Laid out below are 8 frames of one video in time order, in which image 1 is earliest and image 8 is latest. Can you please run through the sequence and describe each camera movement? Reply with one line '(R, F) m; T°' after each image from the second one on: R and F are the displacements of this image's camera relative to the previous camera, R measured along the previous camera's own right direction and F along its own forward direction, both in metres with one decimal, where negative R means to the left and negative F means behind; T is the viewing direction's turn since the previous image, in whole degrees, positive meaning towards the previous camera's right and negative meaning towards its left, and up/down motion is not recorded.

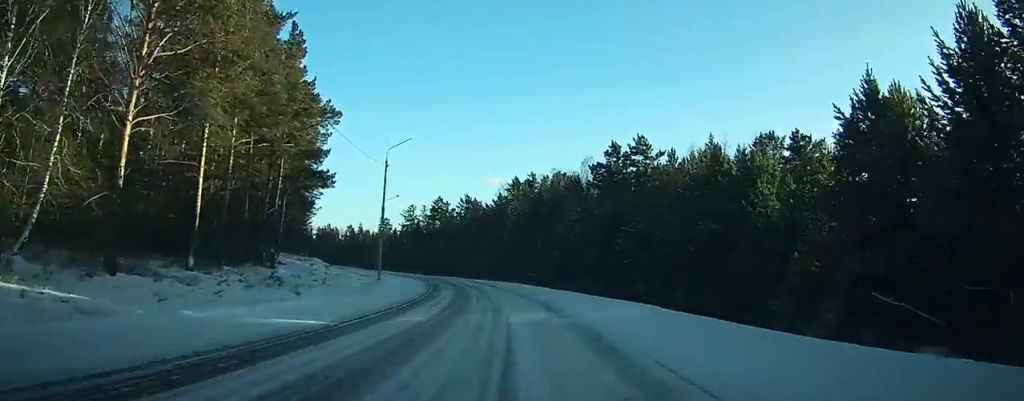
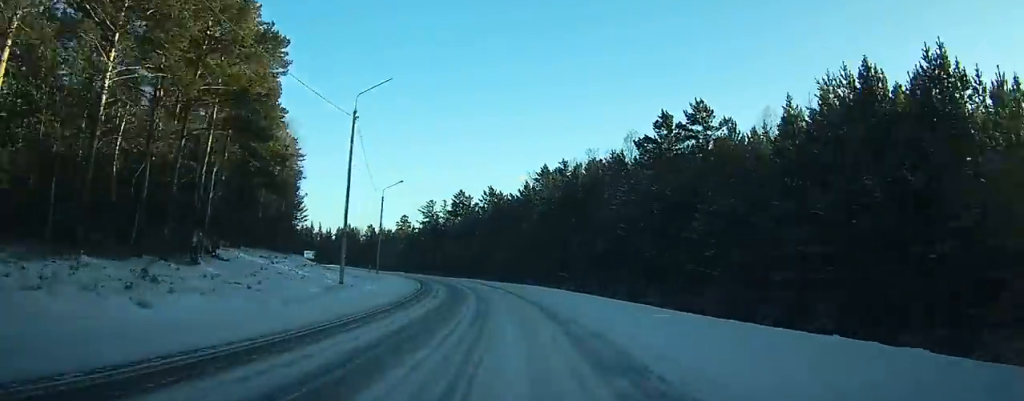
(-0.6, +16.2) m; -3°
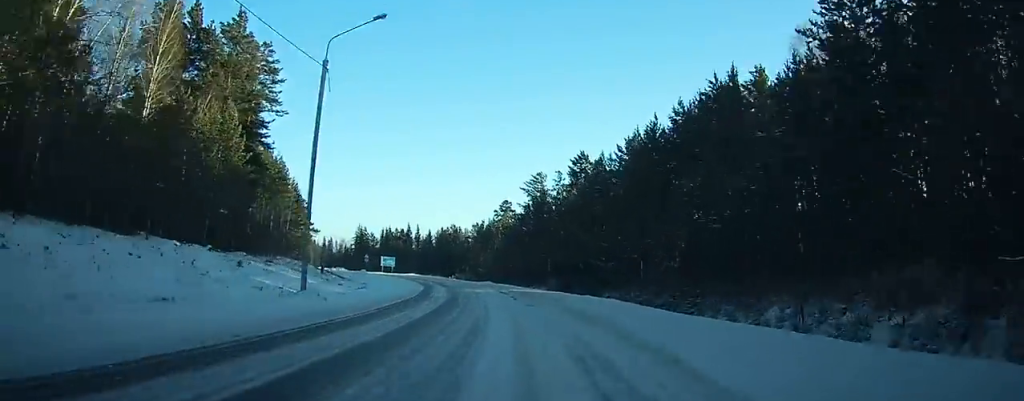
(-4.5, +53.9) m; -12°
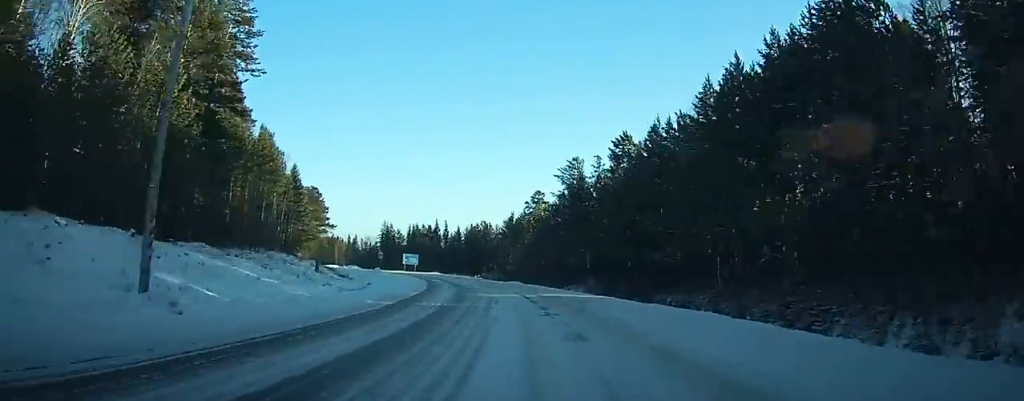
(-0.7, +13.1) m; -3°
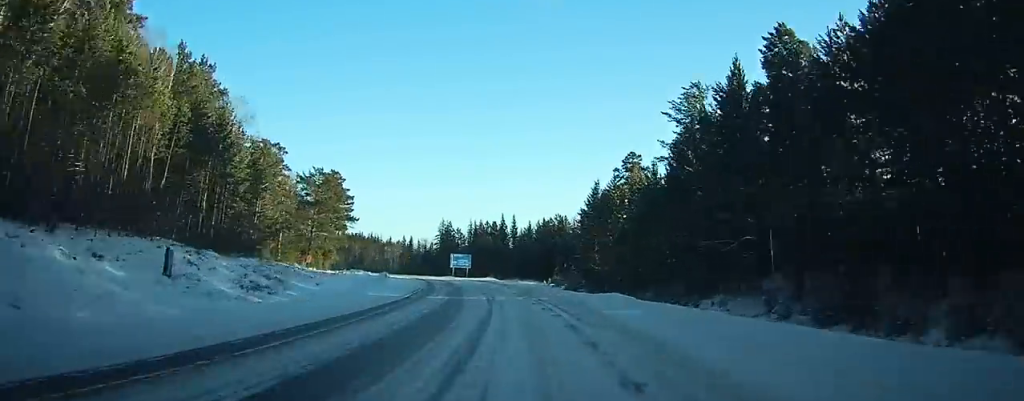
(-2.8, +37.3) m; -9°
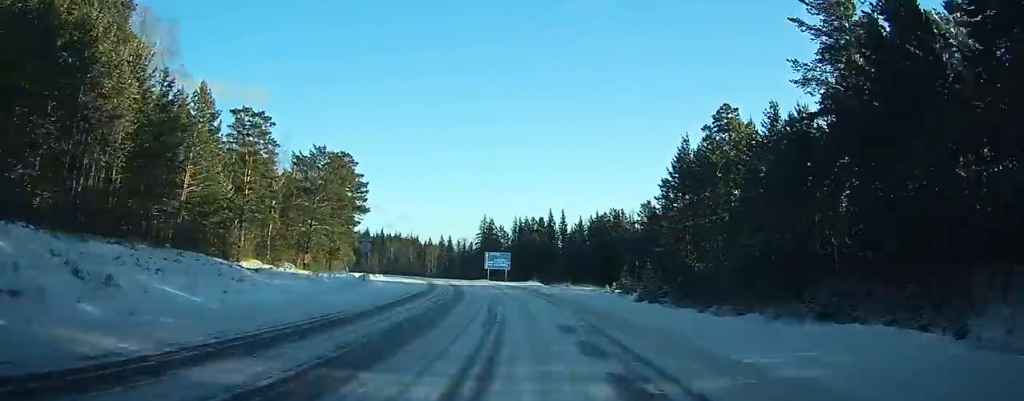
(-1.1, +22.2) m; -5°
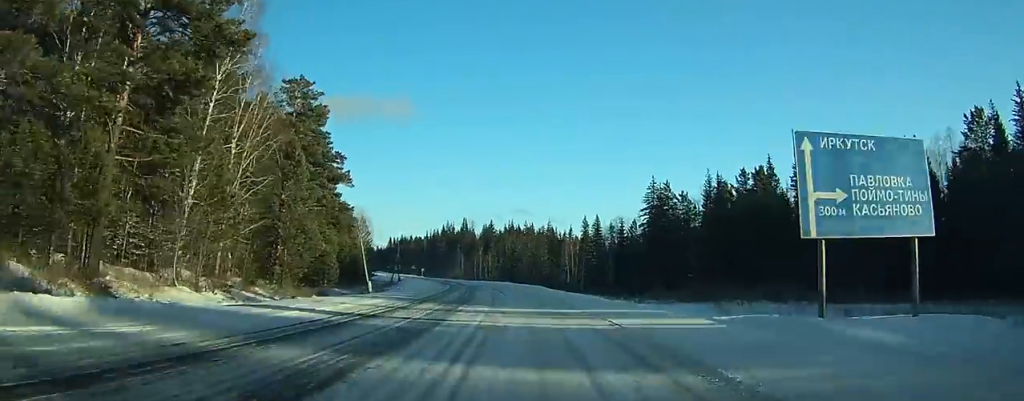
(-10.2, +80.1) m; -13°
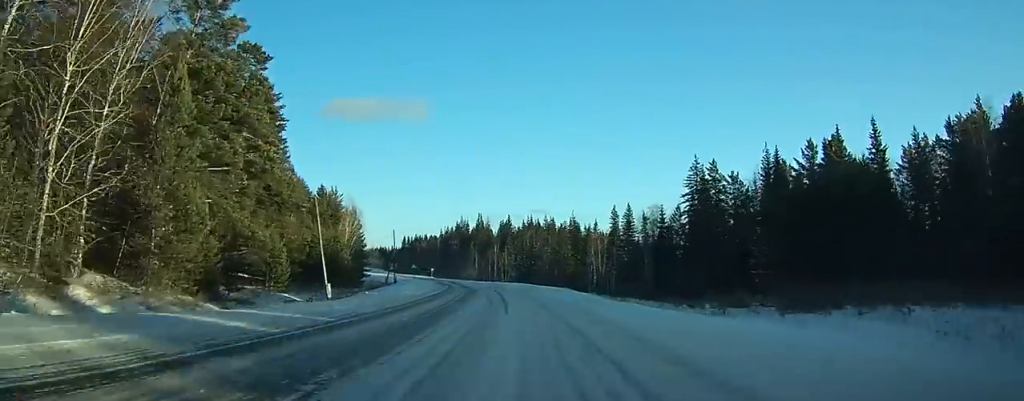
(-0.4, +19.2) m; -2°
